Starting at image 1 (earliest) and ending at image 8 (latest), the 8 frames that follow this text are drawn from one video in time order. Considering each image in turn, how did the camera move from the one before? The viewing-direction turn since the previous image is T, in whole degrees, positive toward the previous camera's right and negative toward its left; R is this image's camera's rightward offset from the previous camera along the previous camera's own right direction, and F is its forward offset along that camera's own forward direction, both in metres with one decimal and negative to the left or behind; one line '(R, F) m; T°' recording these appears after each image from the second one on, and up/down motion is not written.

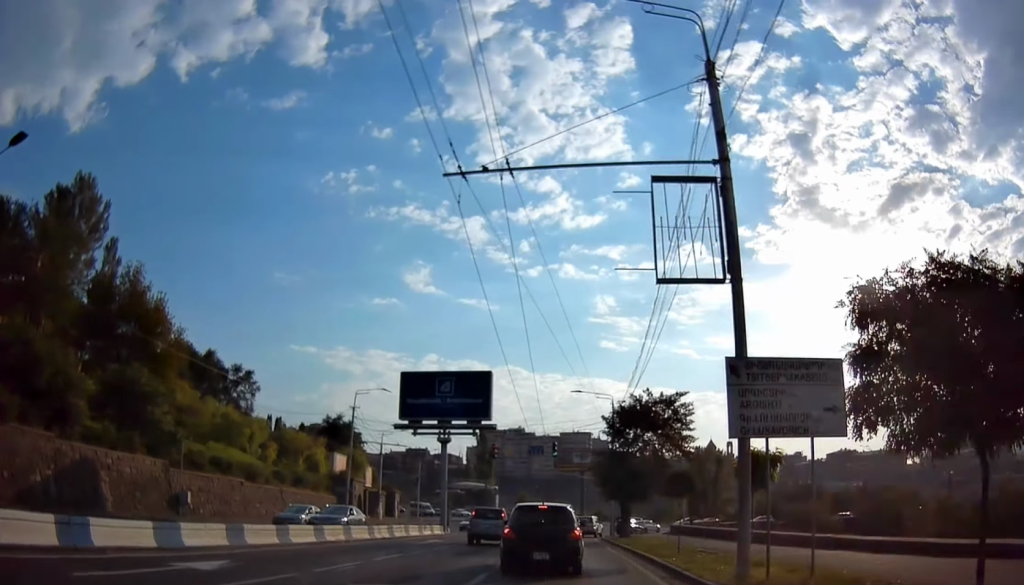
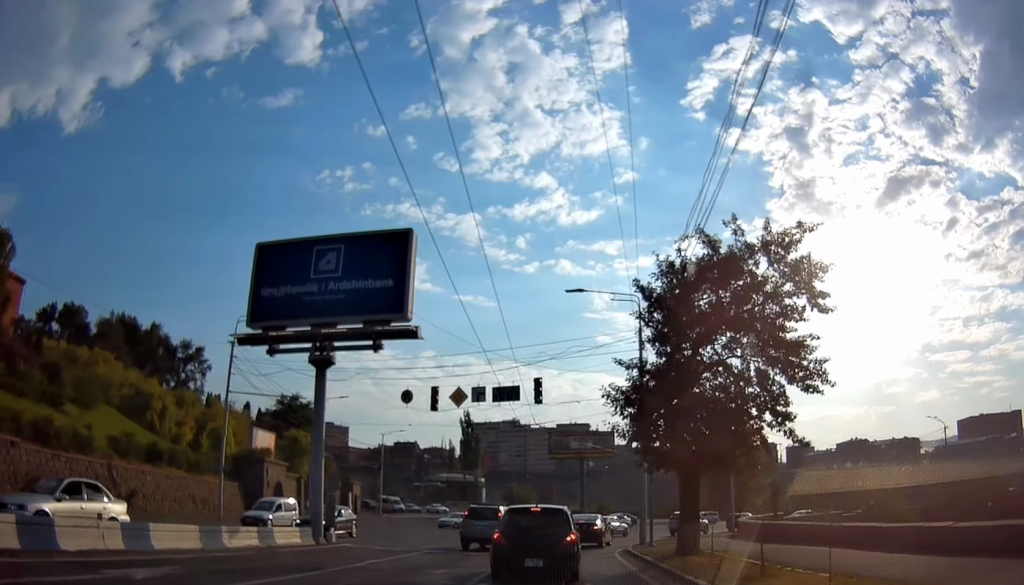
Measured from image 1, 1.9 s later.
(-0.1, +22.4) m; 0°
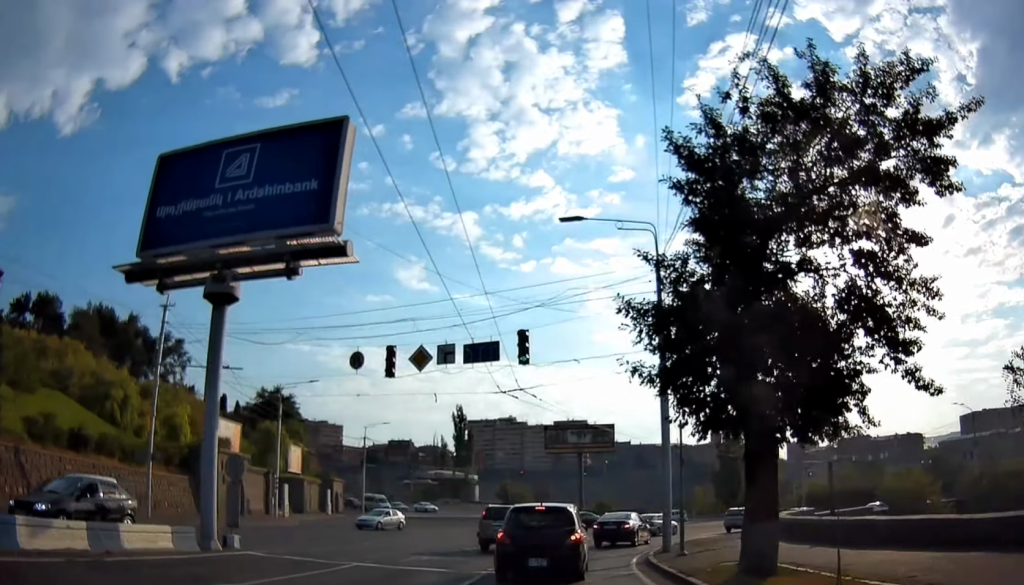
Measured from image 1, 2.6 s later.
(0.0, +7.4) m; +2°
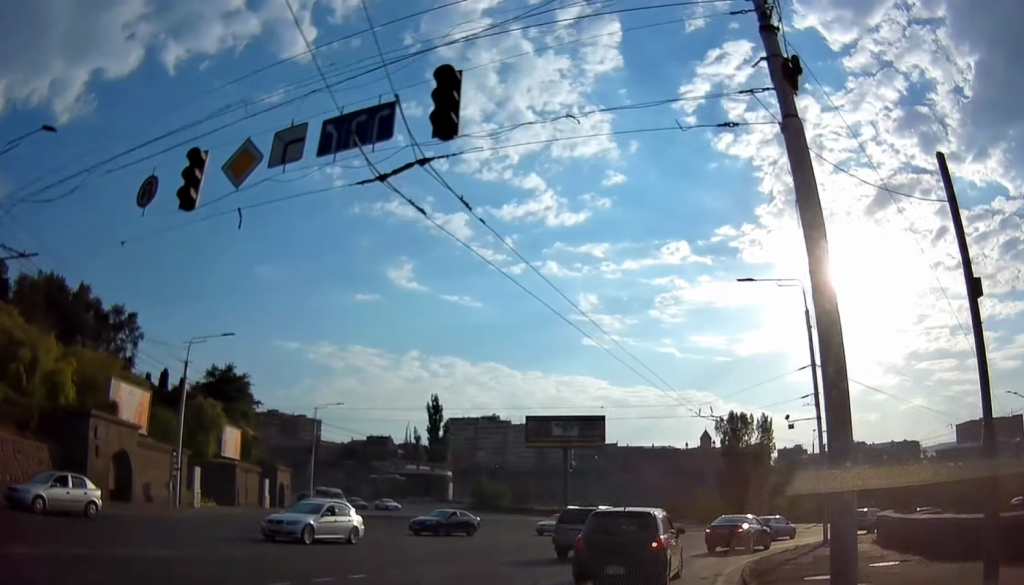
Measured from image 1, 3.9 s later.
(+0.5, +13.4) m; +2°
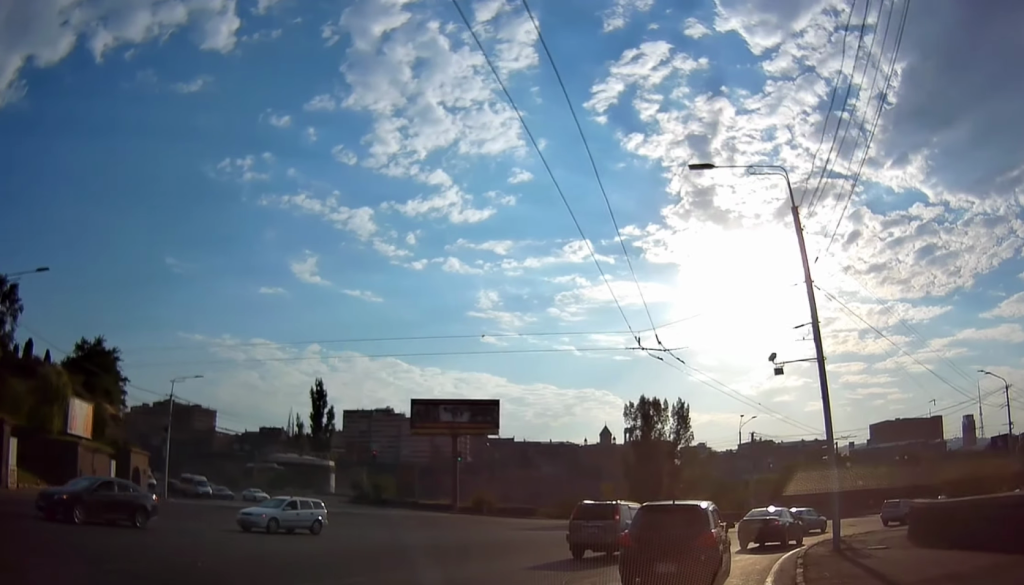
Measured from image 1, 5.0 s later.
(0.0, +10.6) m; +5°
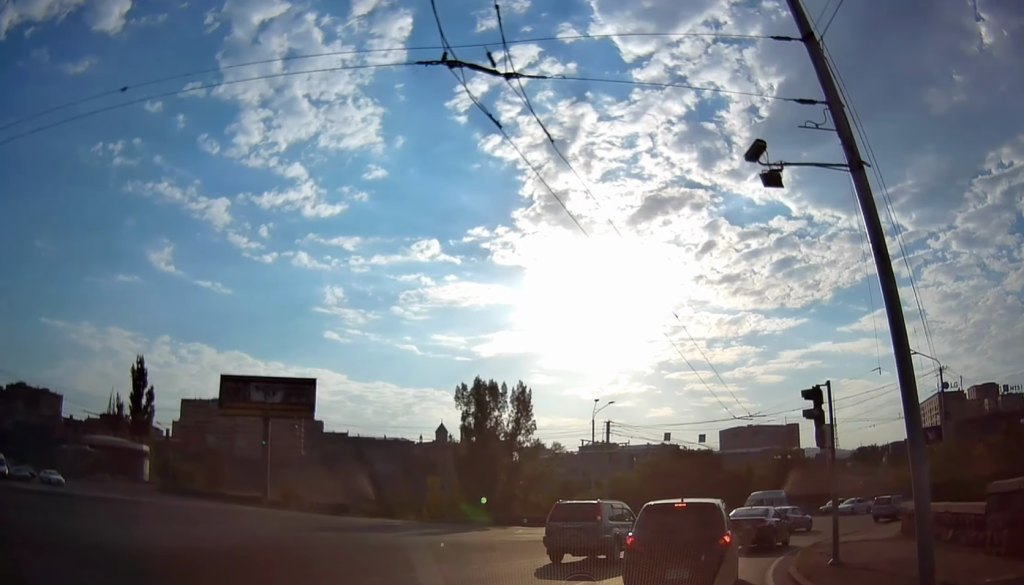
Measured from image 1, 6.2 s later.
(+1.3, +11.3) m; +13°
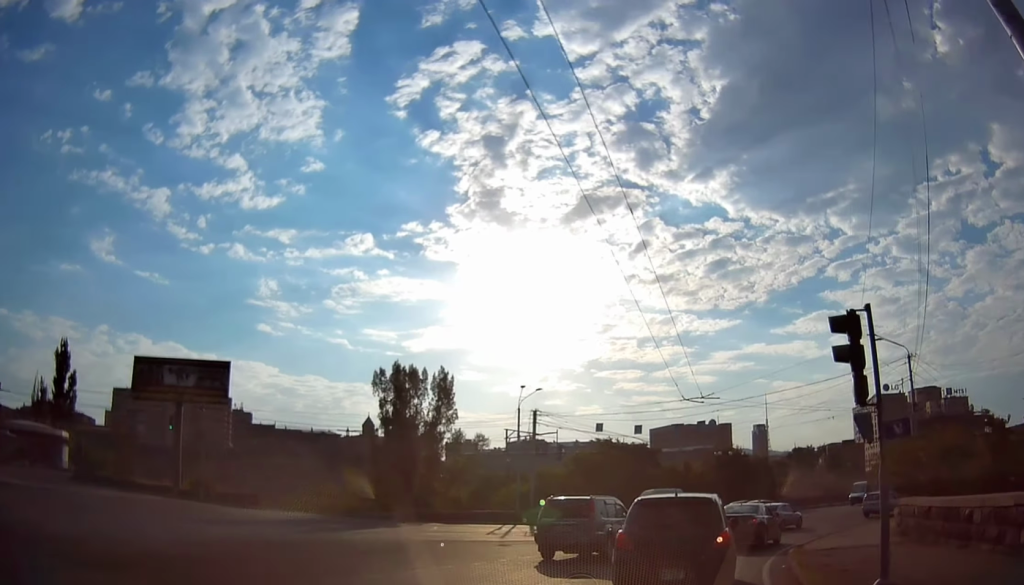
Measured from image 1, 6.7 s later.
(+0.3, +4.9) m; +5°
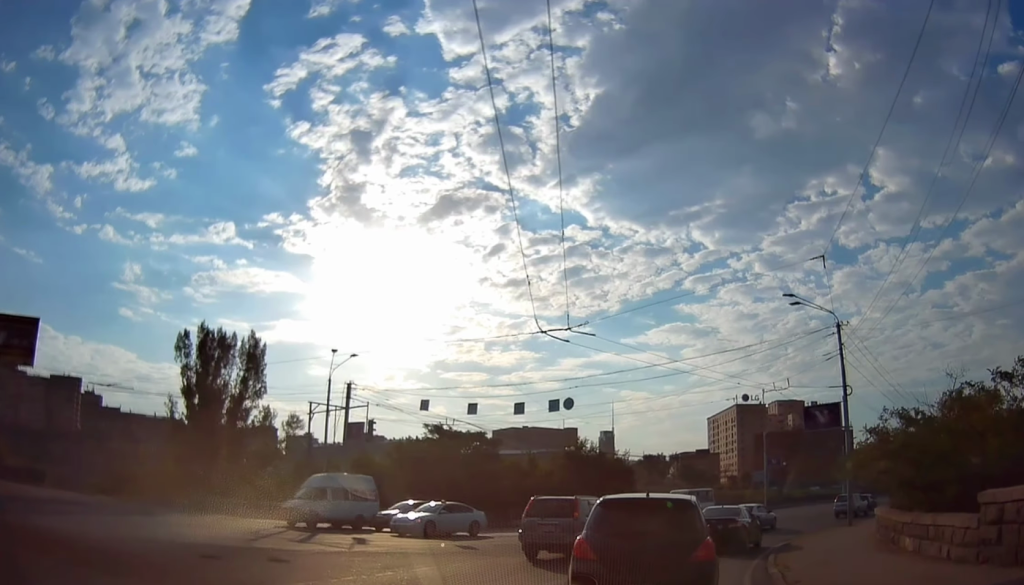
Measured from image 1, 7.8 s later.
(+0.7, +10.7) m; +11°
